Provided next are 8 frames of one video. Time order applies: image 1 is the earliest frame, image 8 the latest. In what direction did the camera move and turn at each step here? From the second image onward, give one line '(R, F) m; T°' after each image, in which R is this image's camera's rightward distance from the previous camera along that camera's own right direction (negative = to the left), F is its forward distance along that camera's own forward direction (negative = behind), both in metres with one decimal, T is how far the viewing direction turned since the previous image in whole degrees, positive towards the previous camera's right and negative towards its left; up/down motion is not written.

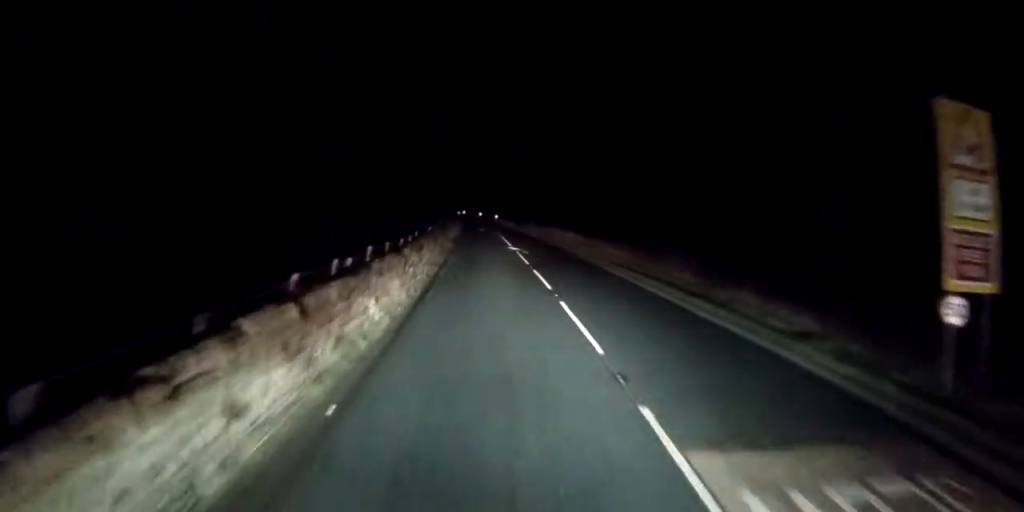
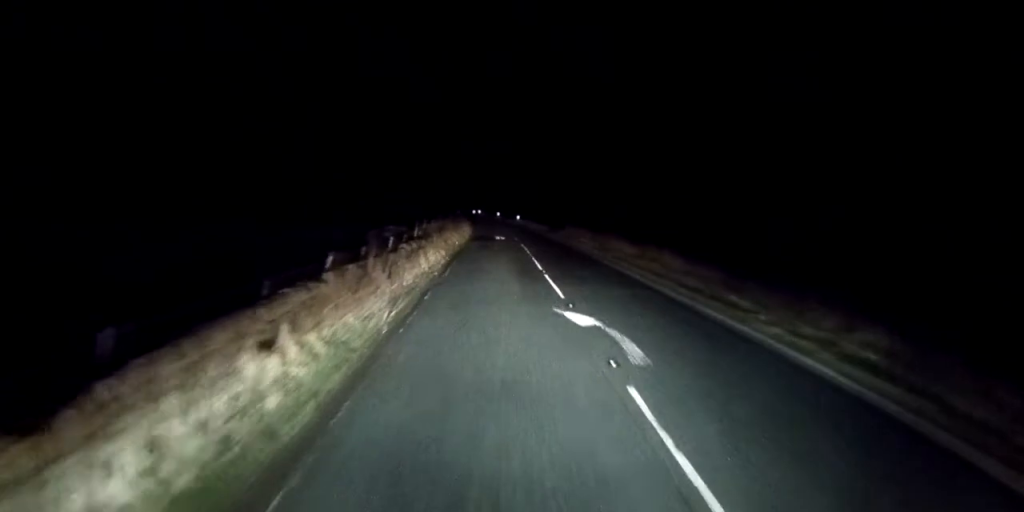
(0.0, +25.6) m; 0°
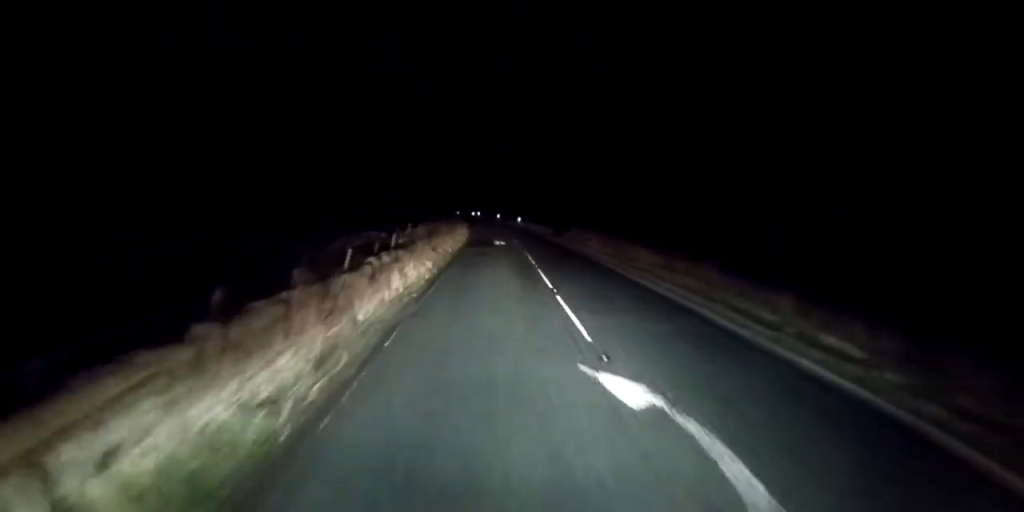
(0.0, +5.3) m; 0°
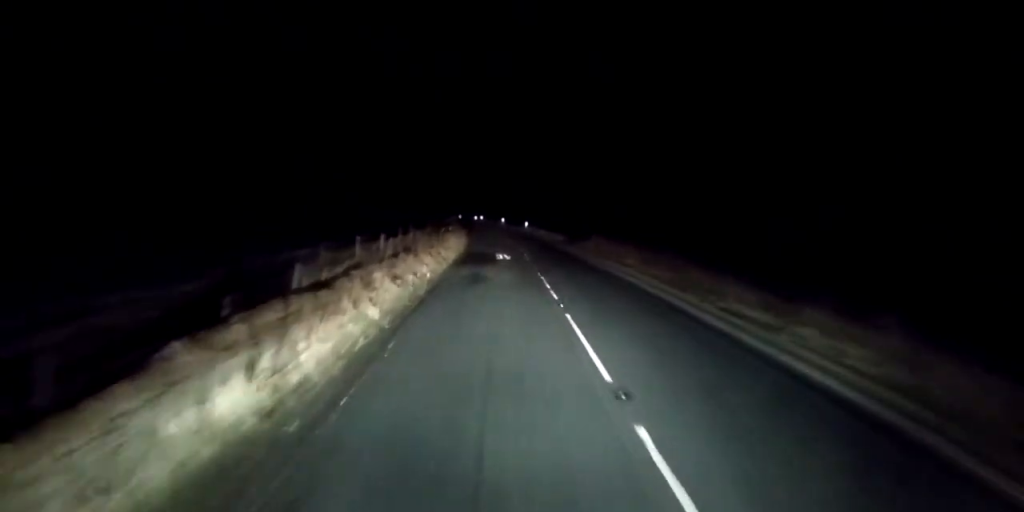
(0.0, +10.6) m; 0°
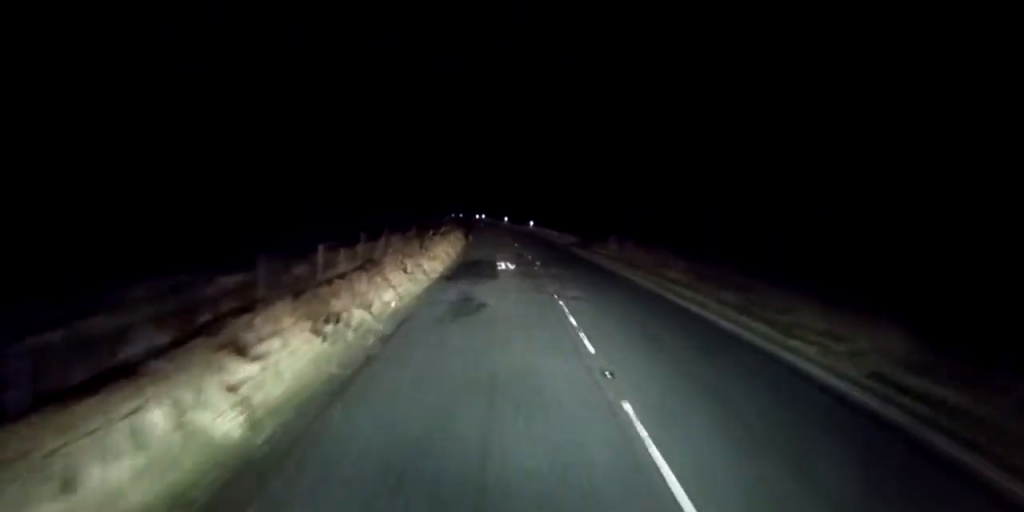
(0.0, +7.3) m; -1°
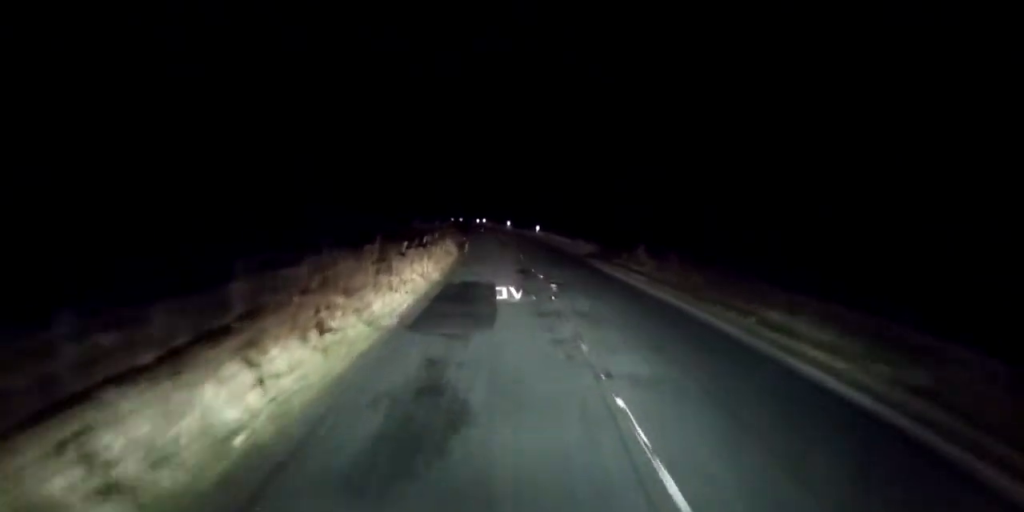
(0.0, +8.6) m; -1°
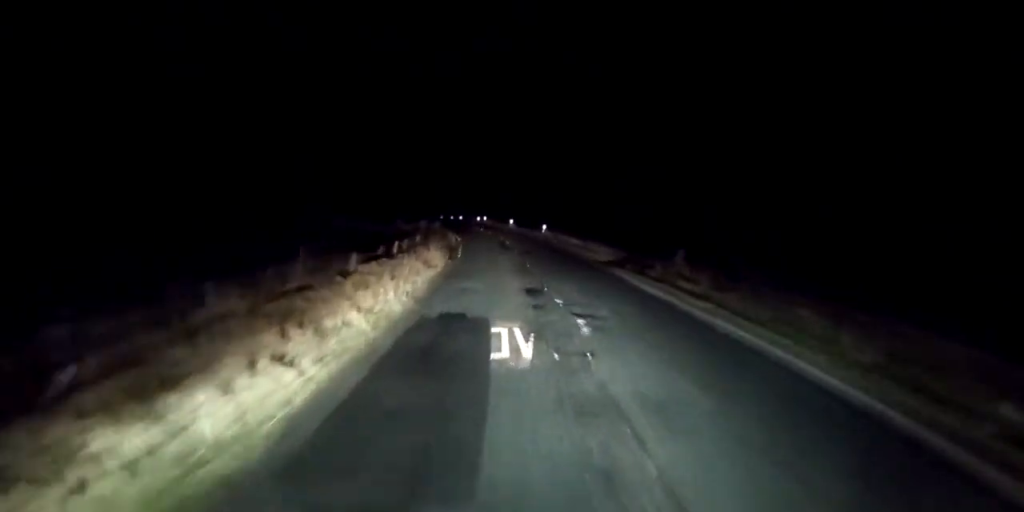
(-0.1, +7.8) m; -1°
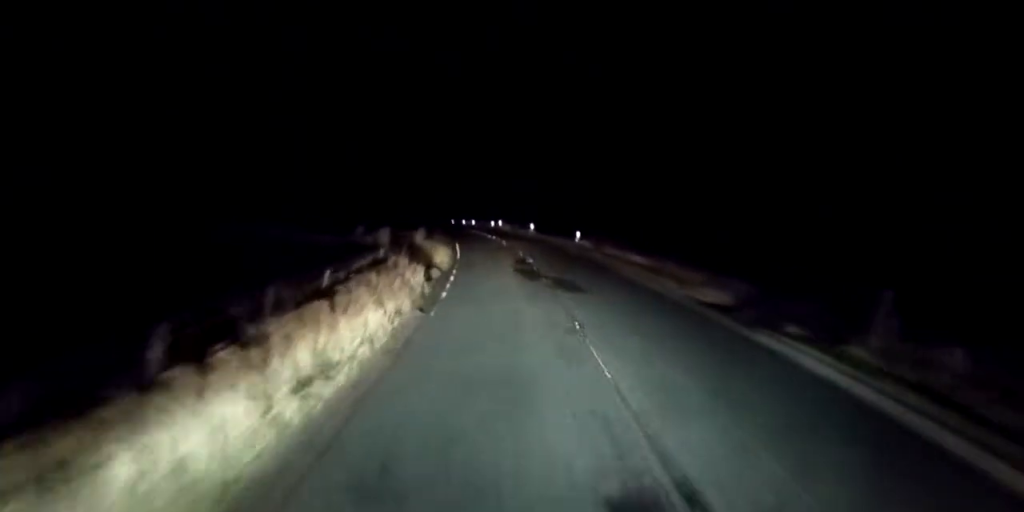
(-0.1, +14.8) m; -1°
